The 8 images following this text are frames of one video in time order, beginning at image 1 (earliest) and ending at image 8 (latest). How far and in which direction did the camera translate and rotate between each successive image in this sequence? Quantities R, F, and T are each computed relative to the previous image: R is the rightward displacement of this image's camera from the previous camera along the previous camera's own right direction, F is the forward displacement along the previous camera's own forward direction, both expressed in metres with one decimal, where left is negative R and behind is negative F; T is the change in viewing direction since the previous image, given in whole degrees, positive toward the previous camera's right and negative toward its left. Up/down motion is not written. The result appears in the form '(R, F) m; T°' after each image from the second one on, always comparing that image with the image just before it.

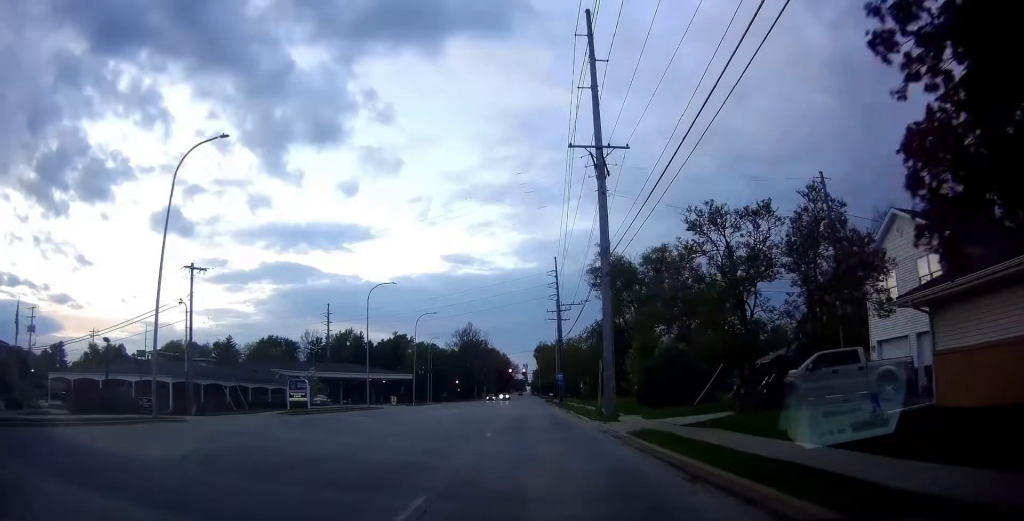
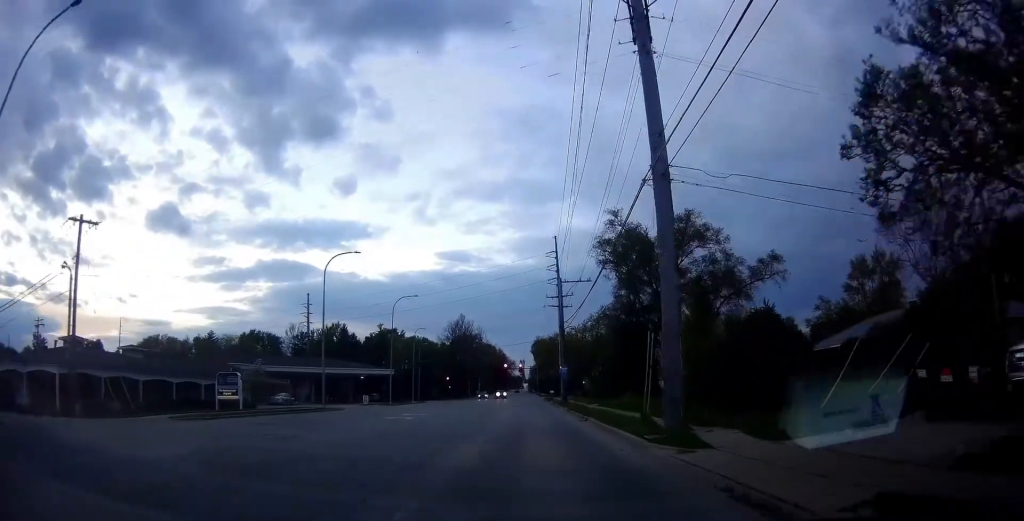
(0.0, +12.3) m; 0°
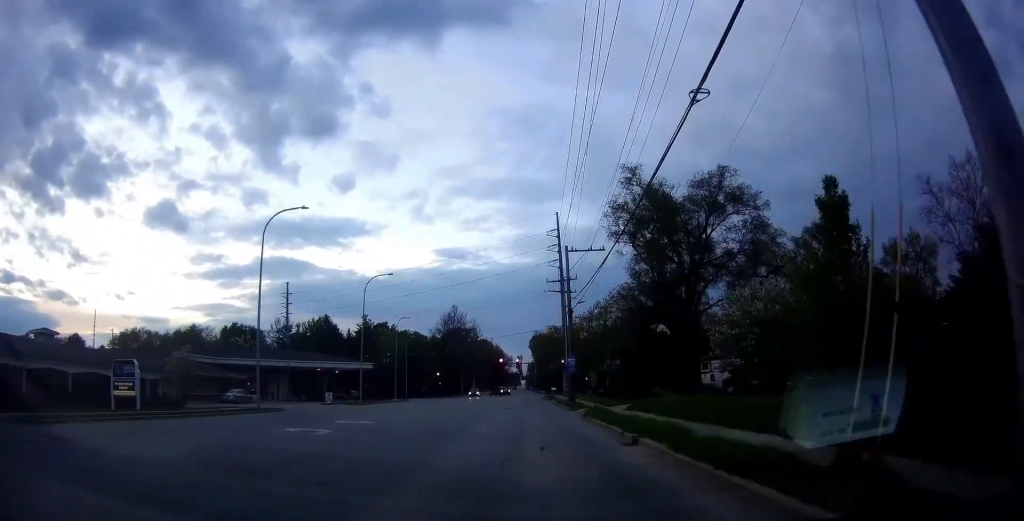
(0.0, +11.3) m; 0°
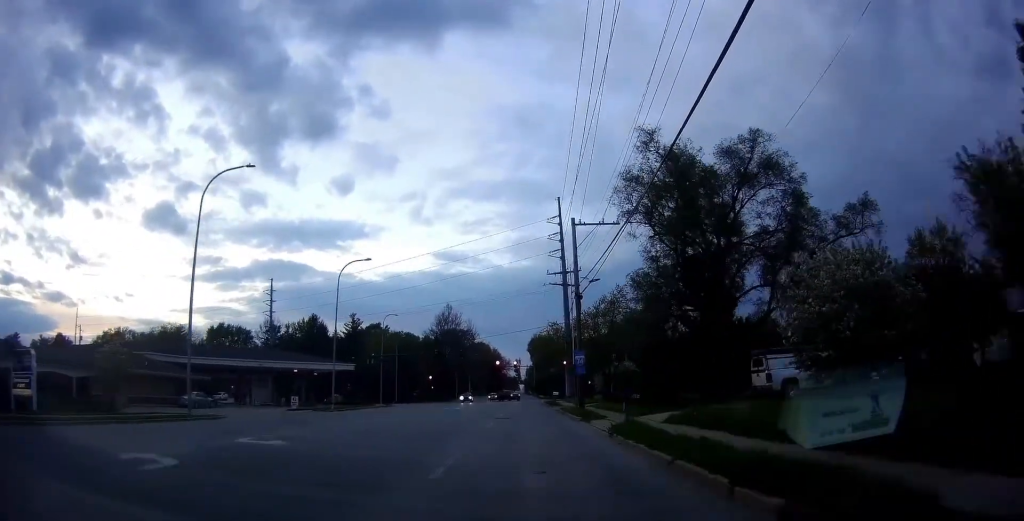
(0.0, +7.9) m; 0°
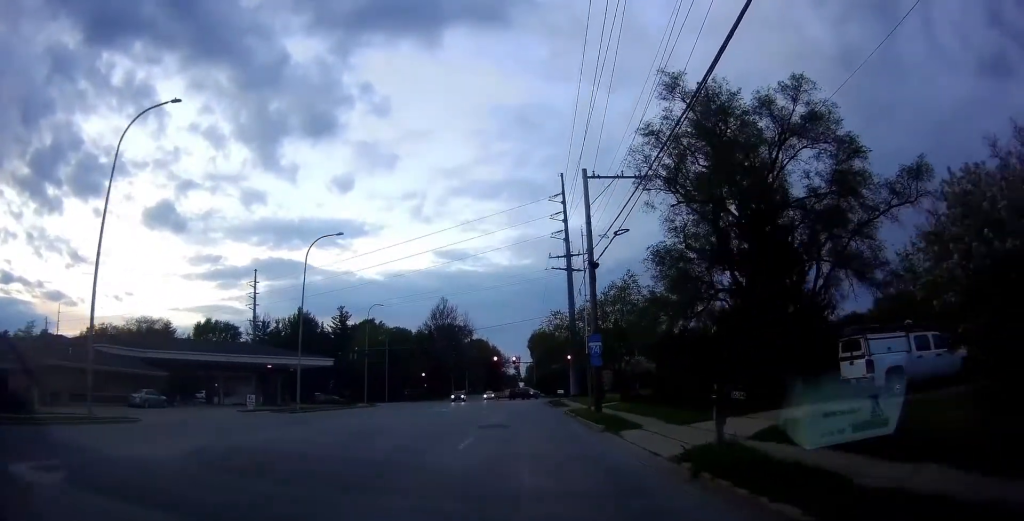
(0.0, +7.8) m; 0°
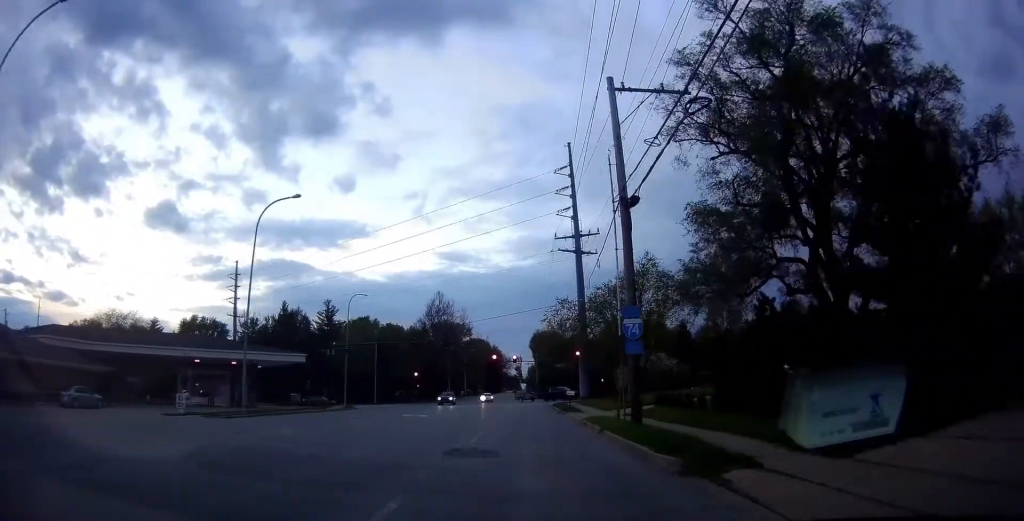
(0.0, +9.0) m; 0°
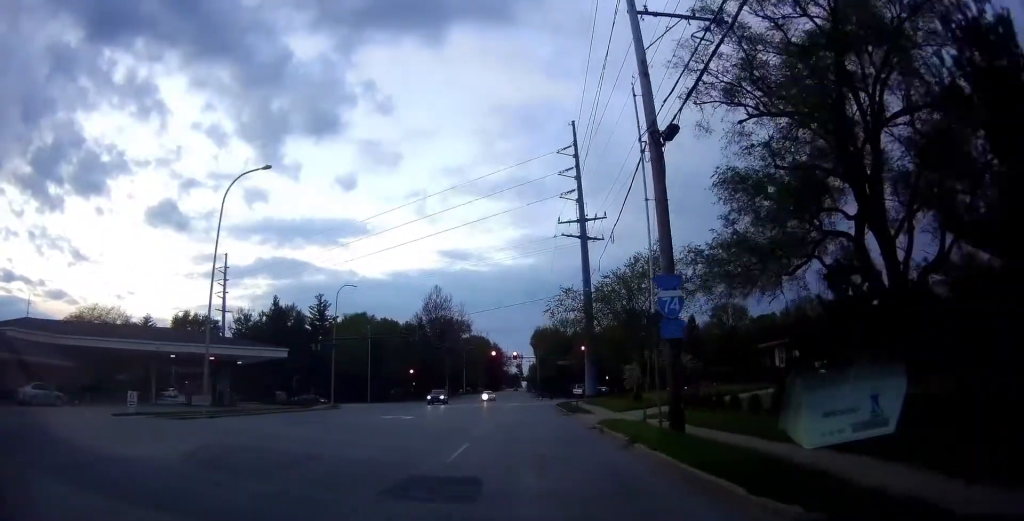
(0.0, +4.4) m; 0°
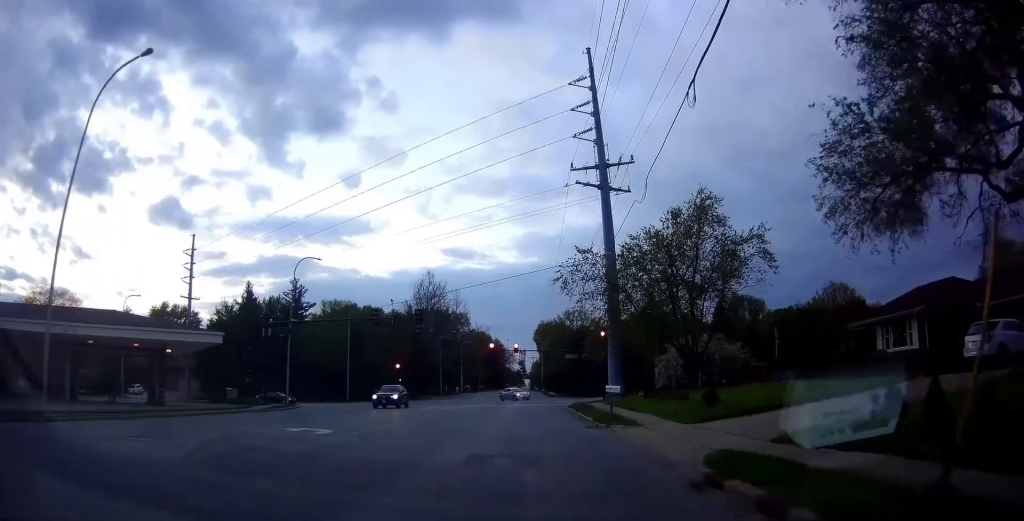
(0.0, +12.4) m; 0°
